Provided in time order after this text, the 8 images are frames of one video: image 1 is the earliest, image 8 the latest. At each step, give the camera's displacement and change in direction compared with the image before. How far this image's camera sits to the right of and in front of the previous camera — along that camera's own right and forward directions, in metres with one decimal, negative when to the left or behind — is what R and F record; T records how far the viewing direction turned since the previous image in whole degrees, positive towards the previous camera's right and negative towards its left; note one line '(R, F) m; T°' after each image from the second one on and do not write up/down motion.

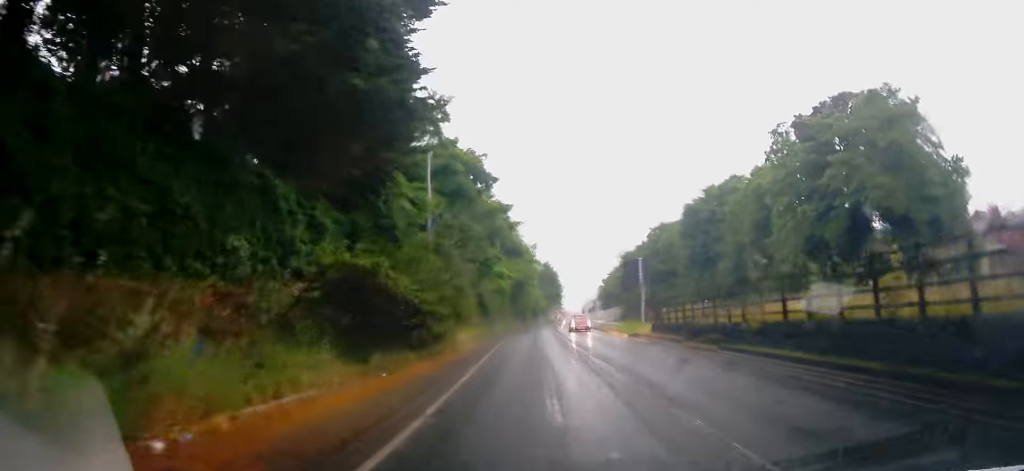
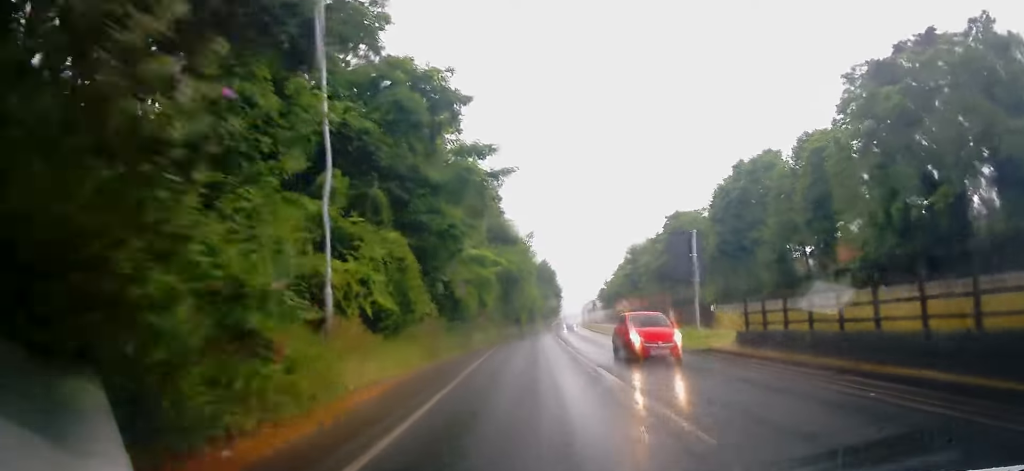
(+0.1, +13.6) m; -1°
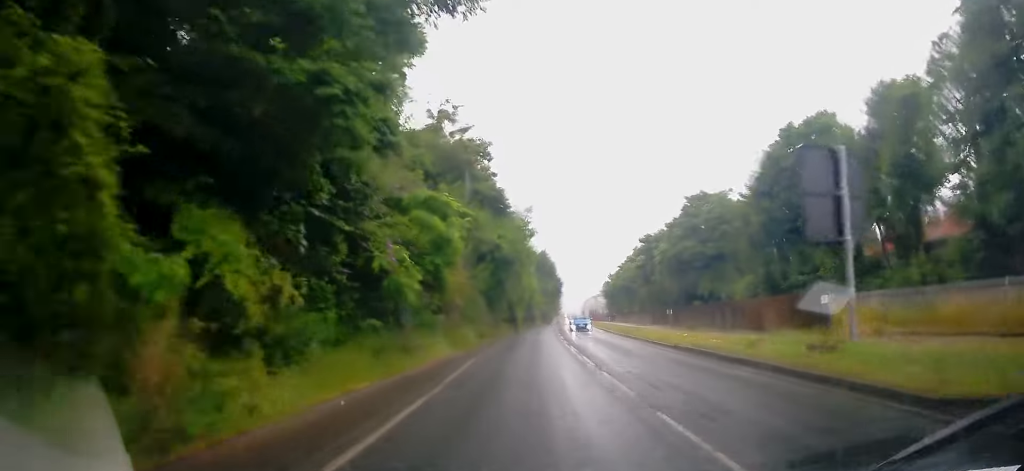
(-0.5, +13.3) m; 0°
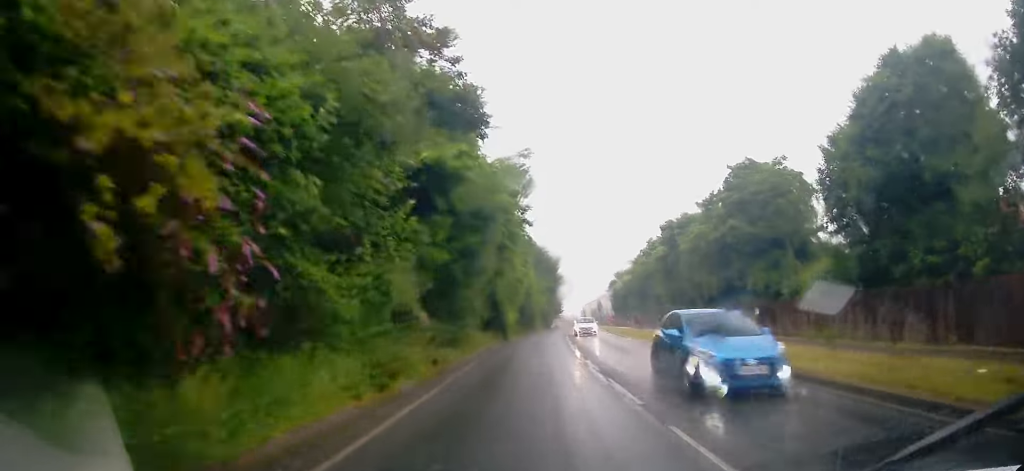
(+0.5, +18.3) m; +2°
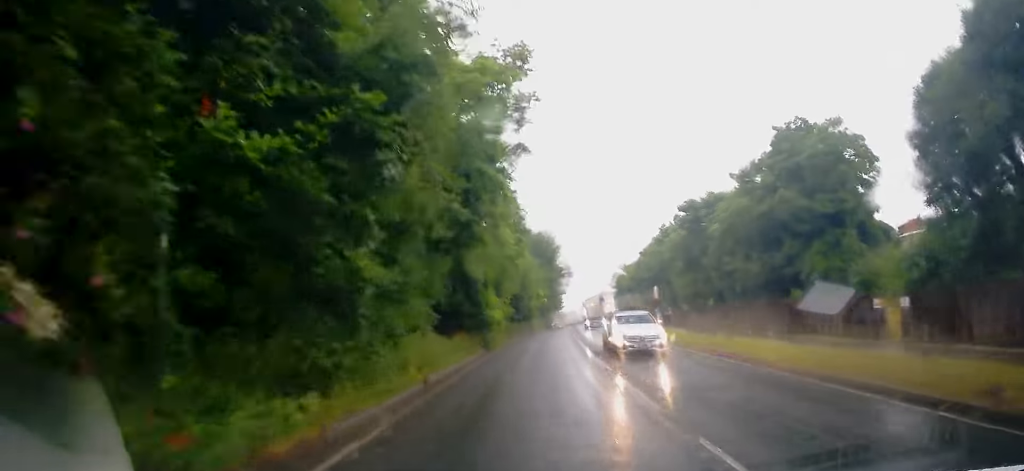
(+0.1, +12.5) m; 0°
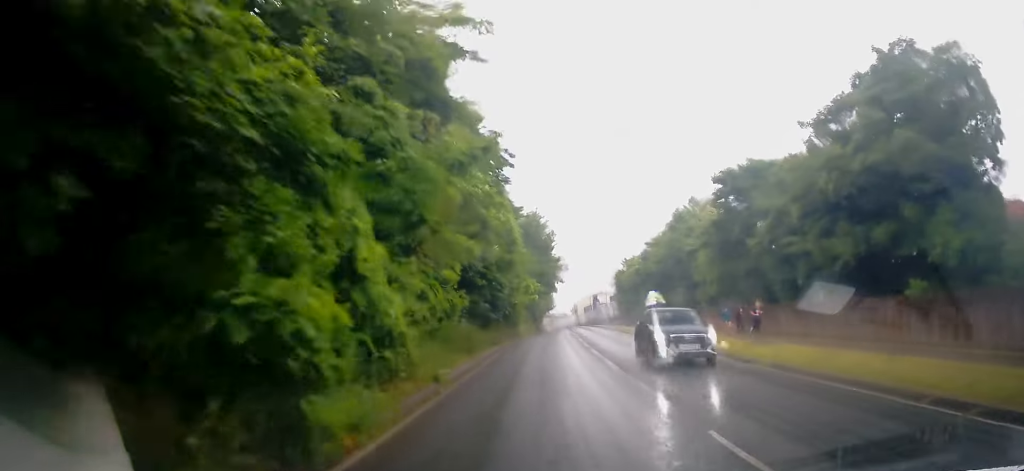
(0.0, +17.1) m; 0°
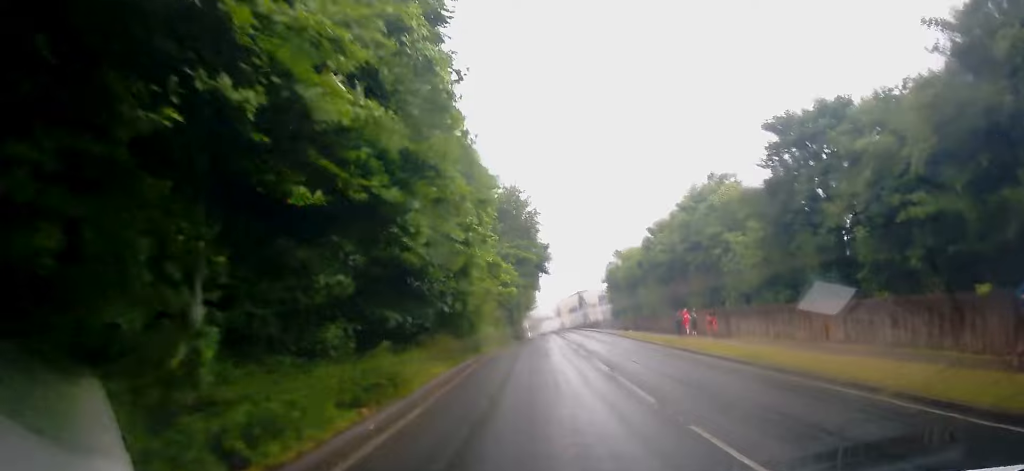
(+0.3, +17.0) m; +2°
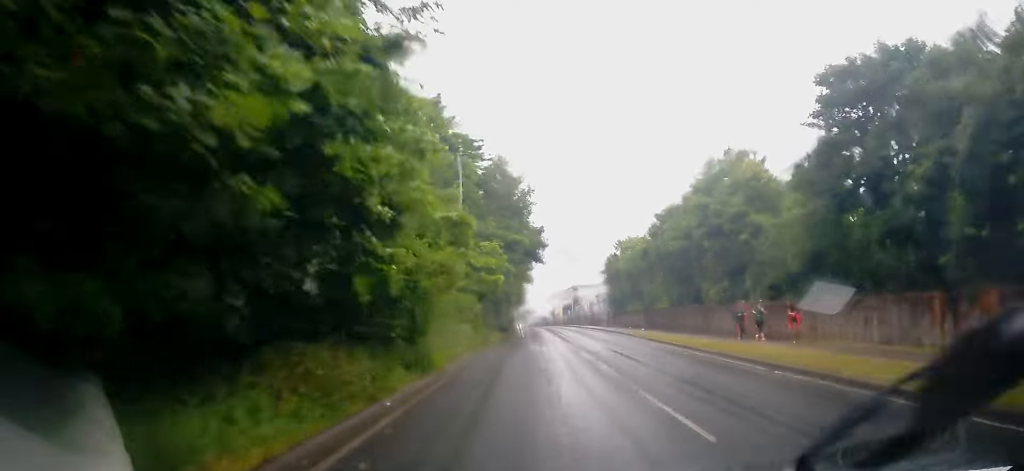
(+0.2, +9.0) m; 0°
